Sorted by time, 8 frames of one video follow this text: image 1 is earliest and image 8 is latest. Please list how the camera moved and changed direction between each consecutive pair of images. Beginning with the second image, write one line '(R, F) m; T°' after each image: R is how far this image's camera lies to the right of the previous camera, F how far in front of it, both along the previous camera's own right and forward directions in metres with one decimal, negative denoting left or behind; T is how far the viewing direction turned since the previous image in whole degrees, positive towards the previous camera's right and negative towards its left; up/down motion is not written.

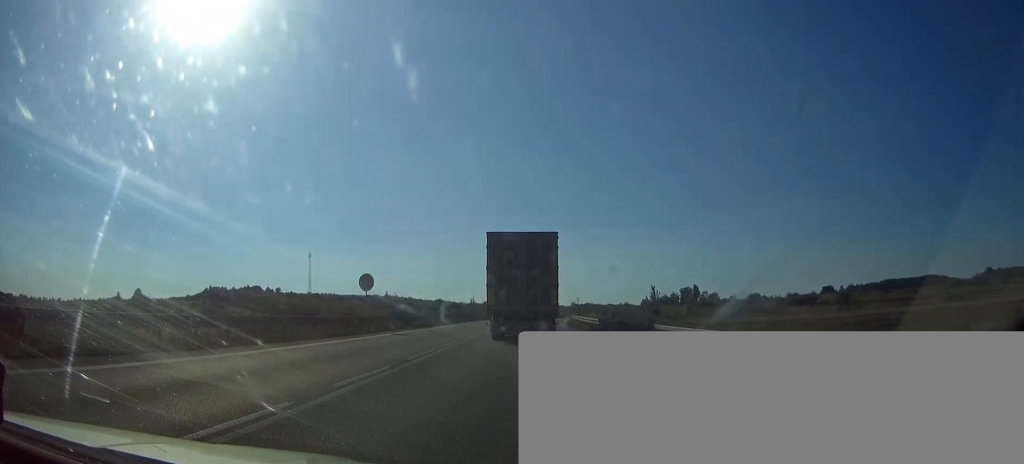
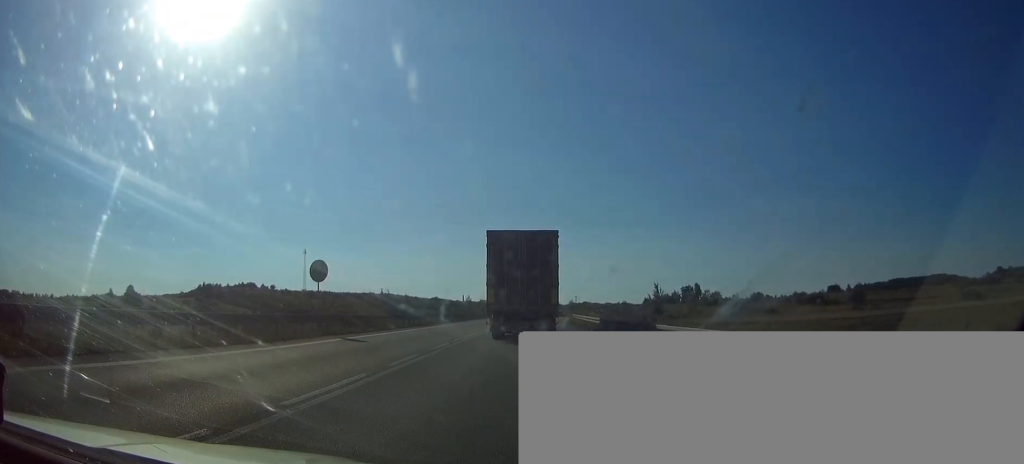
(0.0, +8.2) m; 0°
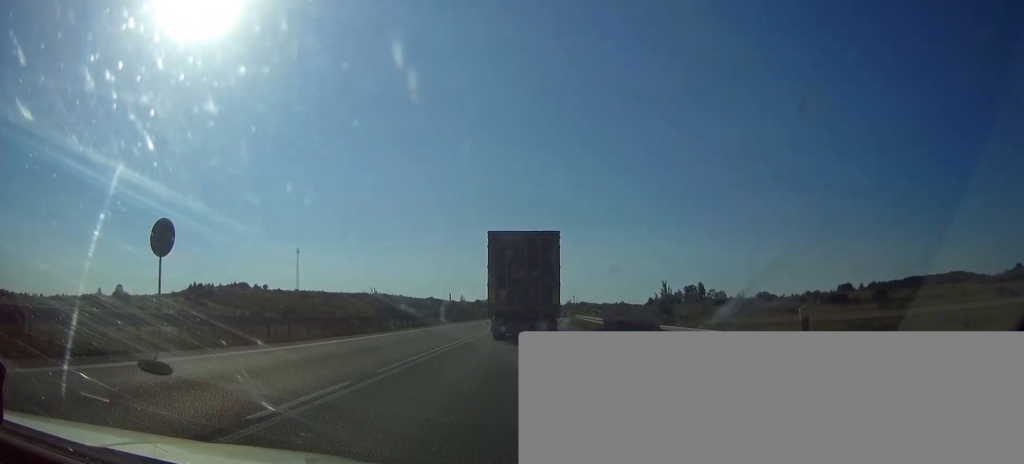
(0.0, +12.9) m; 0°
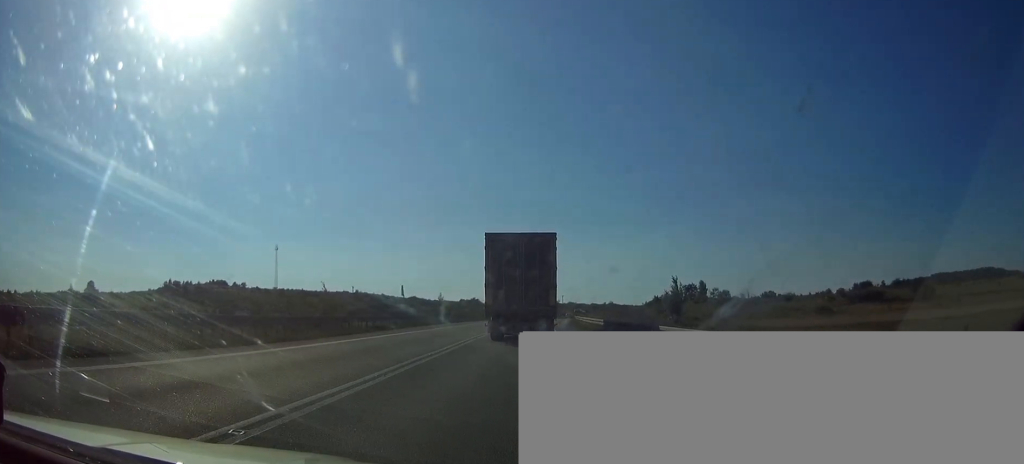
(+0.2, +24.9) m; +1°
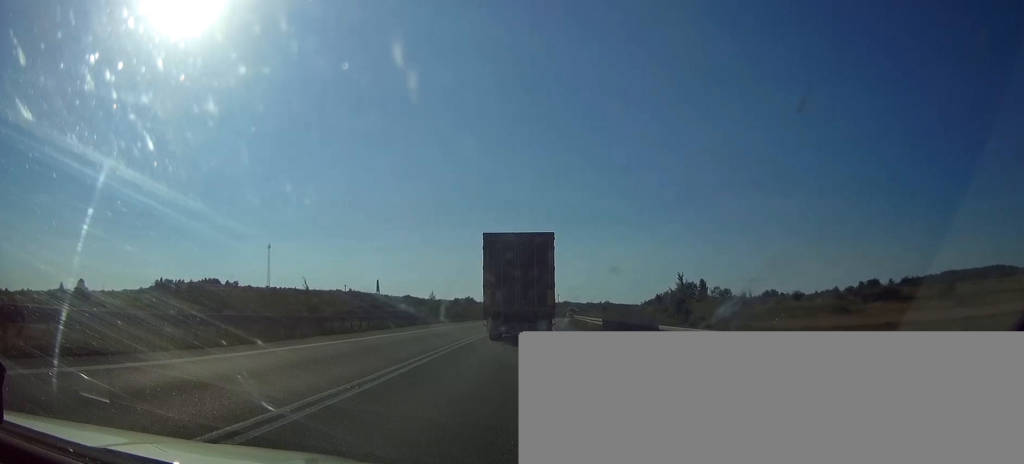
(+0.1, +8.0) m; 0°
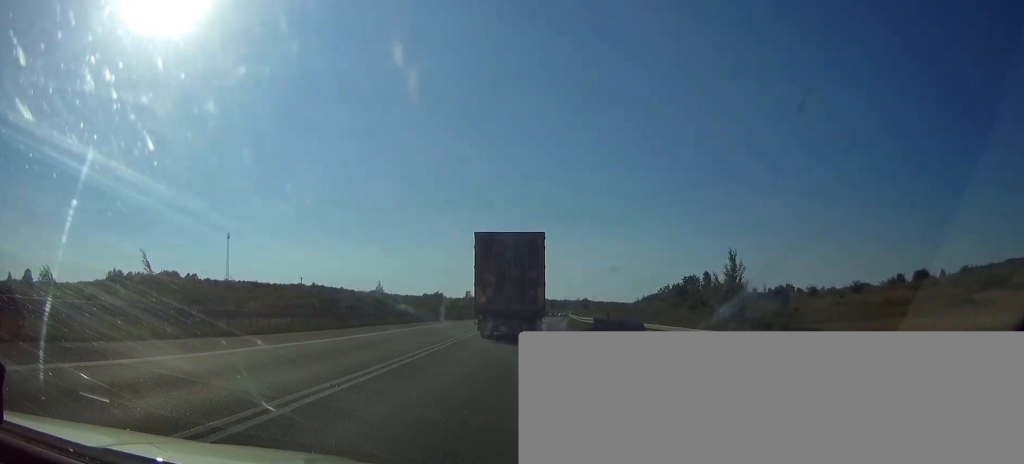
(+0.7, +42.4) m; +2°
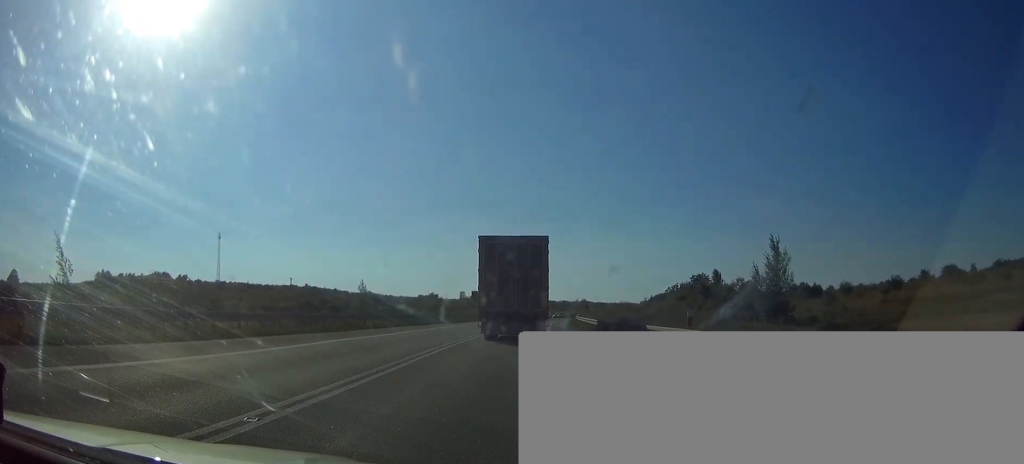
(+0.1, +15.2) m; 0°
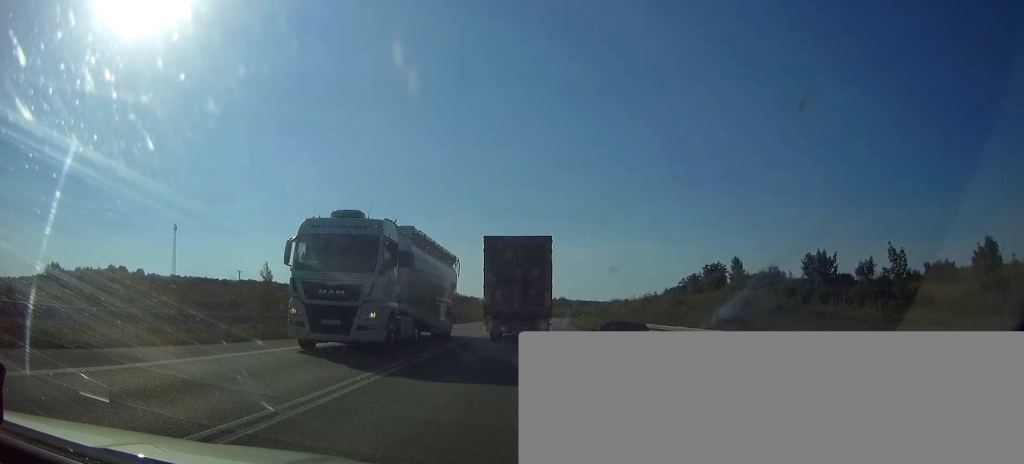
(+0.7, +44.3) m; +2°
